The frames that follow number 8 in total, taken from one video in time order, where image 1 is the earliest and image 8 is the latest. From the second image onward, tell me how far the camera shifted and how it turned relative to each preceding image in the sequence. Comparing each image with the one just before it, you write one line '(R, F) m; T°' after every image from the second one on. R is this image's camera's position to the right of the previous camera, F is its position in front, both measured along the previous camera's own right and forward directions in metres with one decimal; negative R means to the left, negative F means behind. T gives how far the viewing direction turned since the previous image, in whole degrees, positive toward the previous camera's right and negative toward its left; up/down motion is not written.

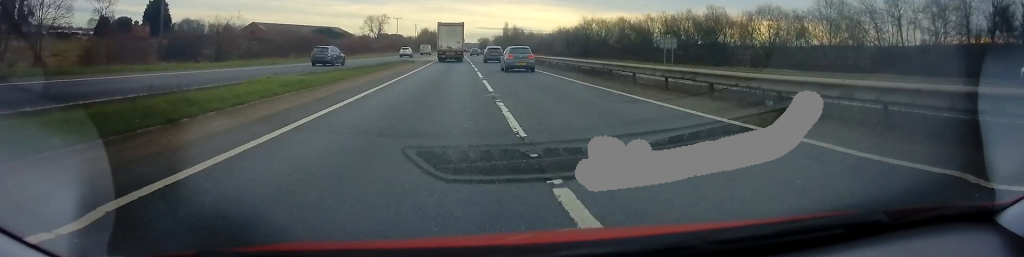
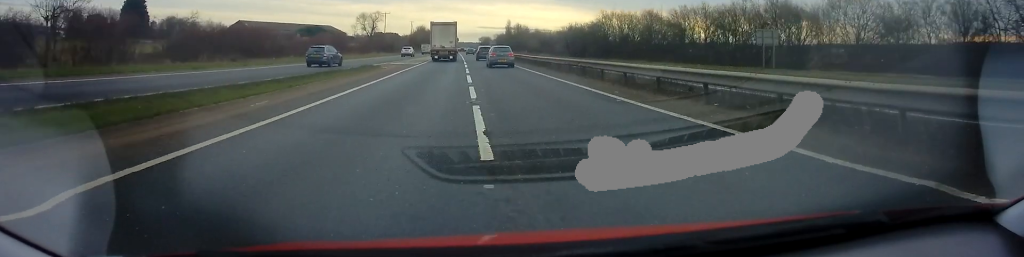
(+0.1, +20.0) m; 0°
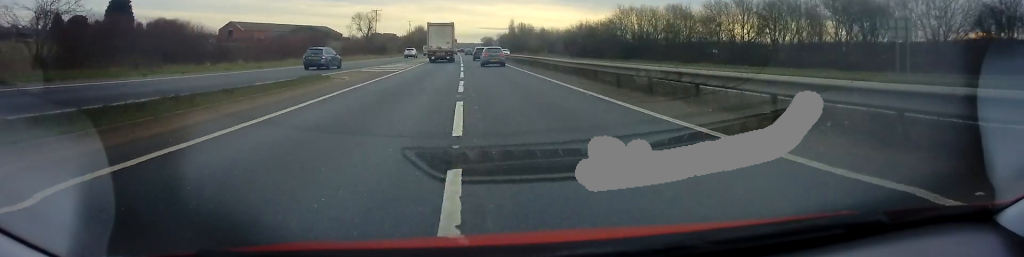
(-0.2, +13.1) m; -1°
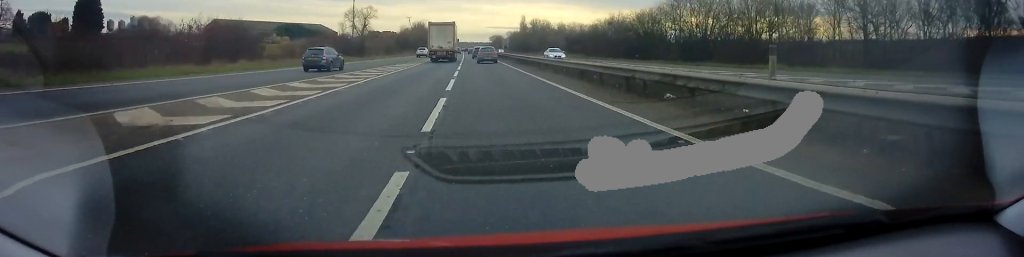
(-0.1, +26.5) m; -1°
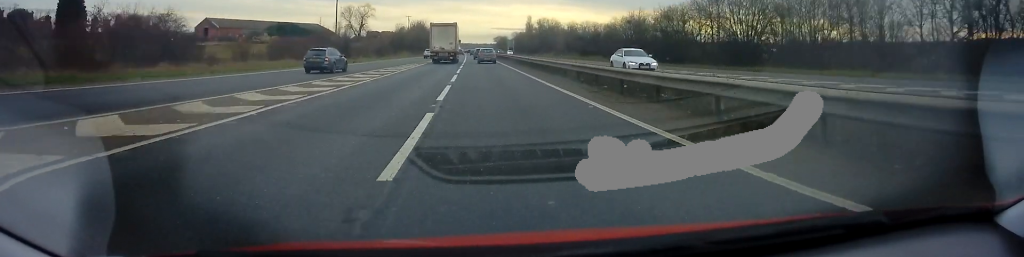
(-0.2, +12.6) m; 0°
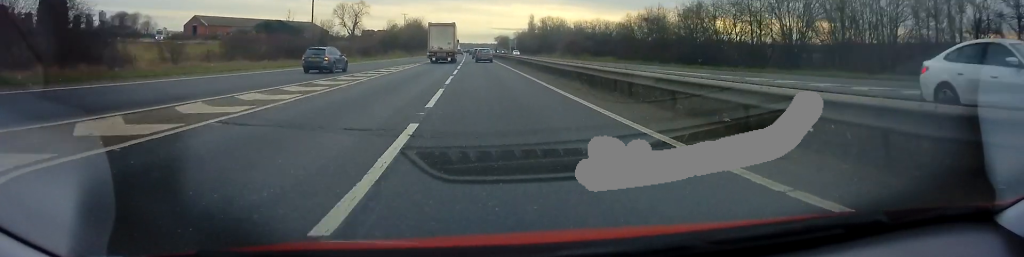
(-0.1, +11.0) m; 0°
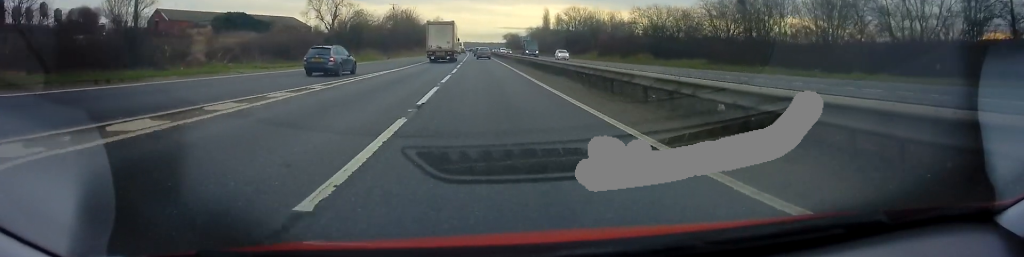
(+0.1, +35.7) m; -1°
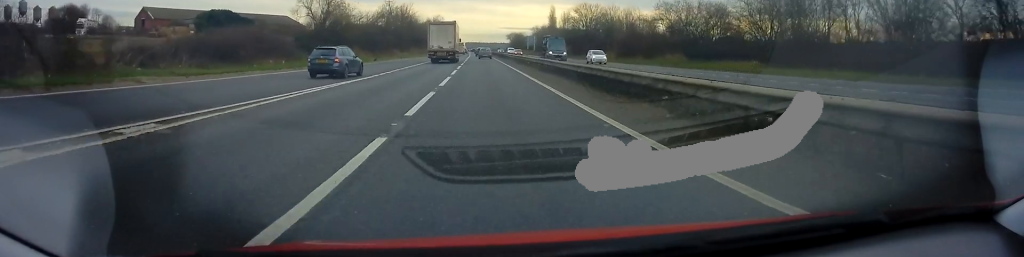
(0.0, +11.2) m; 0°
